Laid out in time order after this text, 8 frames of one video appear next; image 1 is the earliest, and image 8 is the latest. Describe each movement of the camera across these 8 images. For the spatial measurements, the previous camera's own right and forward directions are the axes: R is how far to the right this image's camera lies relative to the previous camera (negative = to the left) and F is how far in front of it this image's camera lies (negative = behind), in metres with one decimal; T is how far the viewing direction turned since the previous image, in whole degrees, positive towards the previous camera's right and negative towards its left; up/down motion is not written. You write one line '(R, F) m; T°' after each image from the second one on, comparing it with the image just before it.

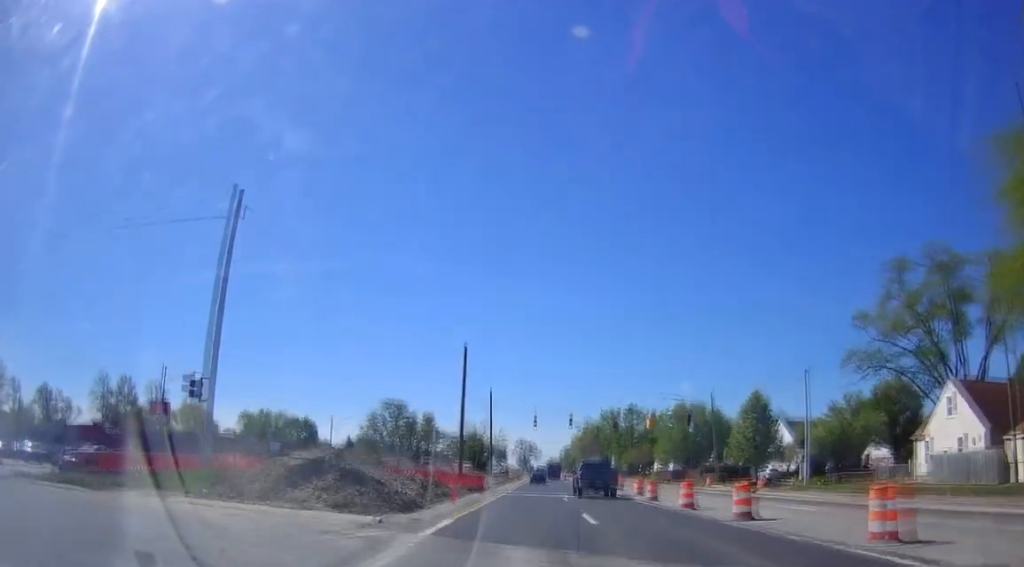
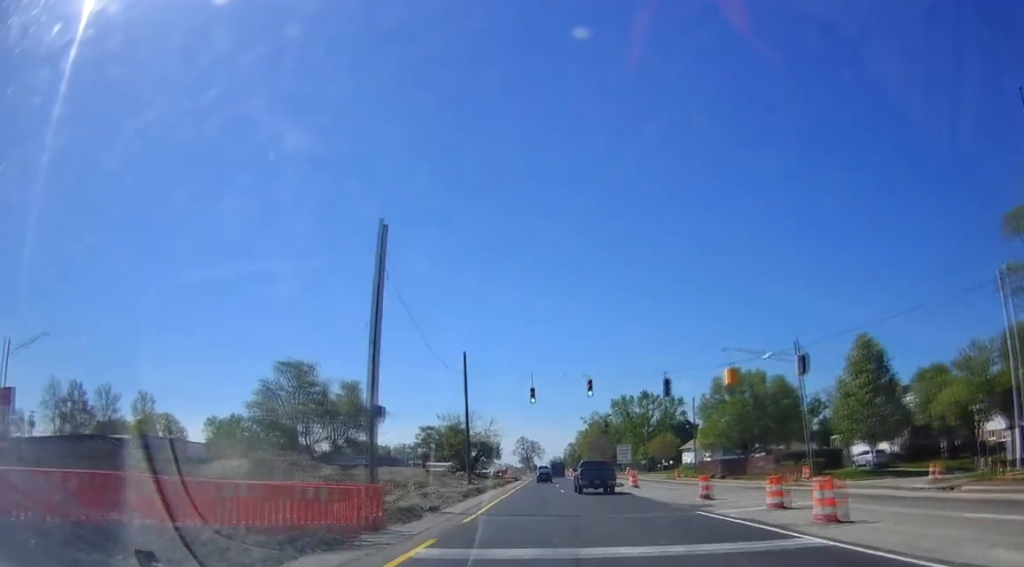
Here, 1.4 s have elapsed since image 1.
(-0.9, +26.6) m; -5°
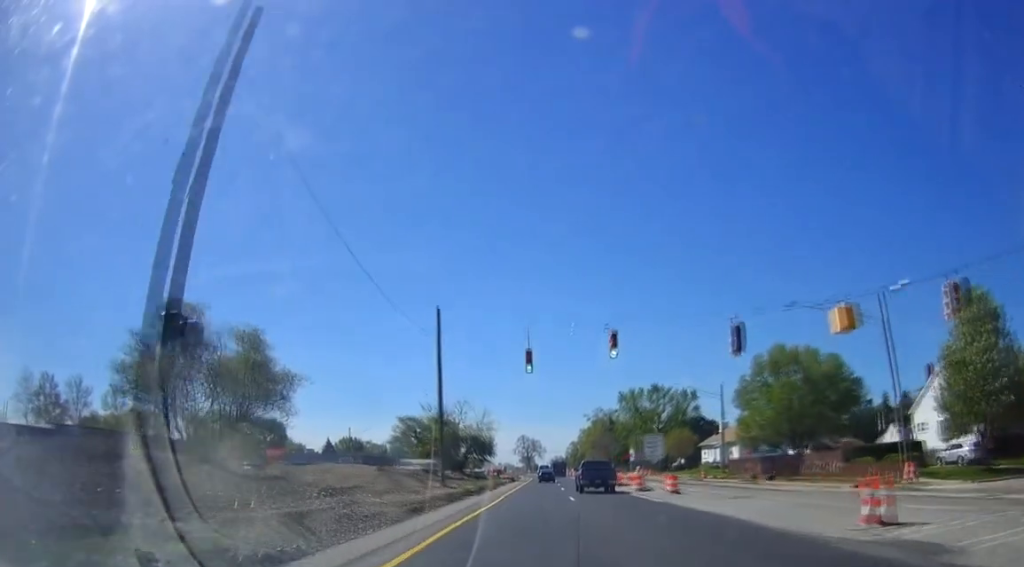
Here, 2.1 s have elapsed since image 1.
(-0.4, +13.9) m; -2°
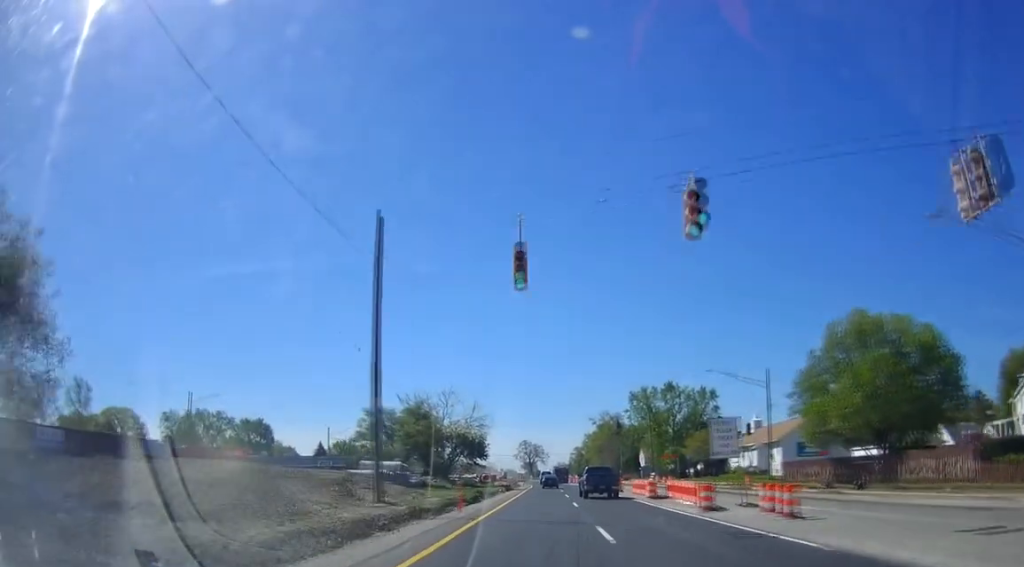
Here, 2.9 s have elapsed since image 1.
(-0.1, +15.0) m; +2°
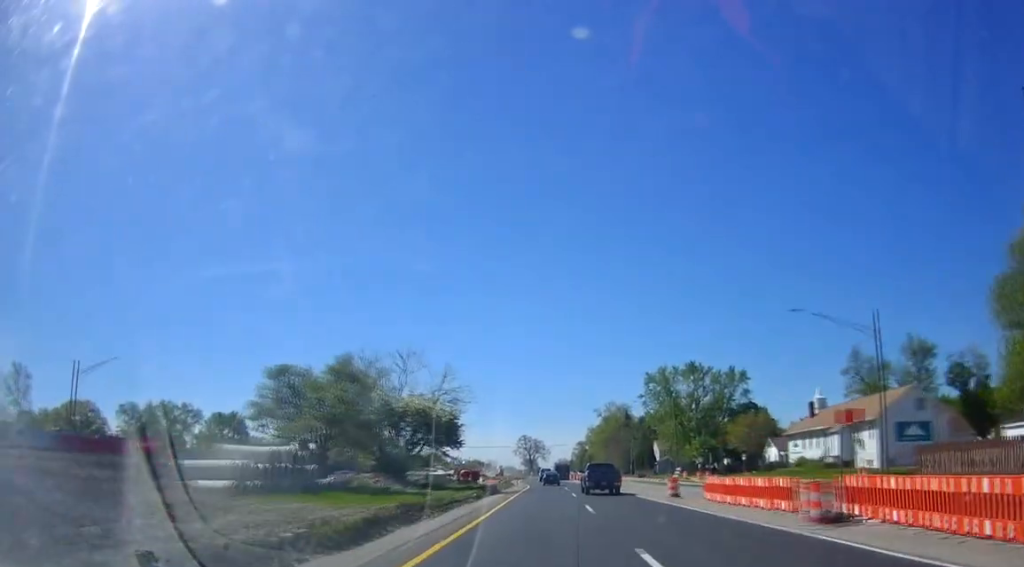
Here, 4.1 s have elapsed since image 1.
(+0.8, +21.5) m; +3°
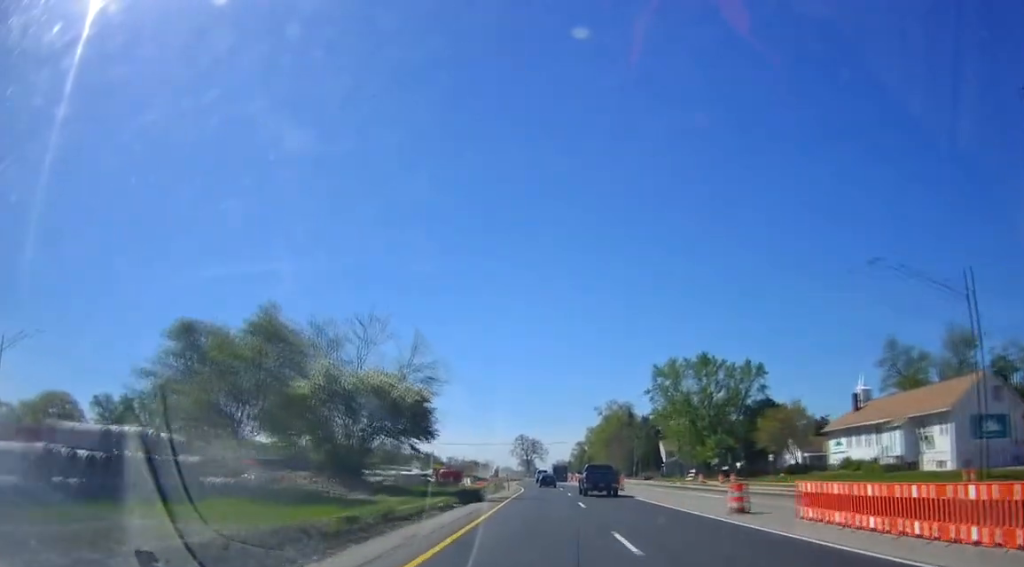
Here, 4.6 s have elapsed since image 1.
(0.0, +10.7) m; 0°
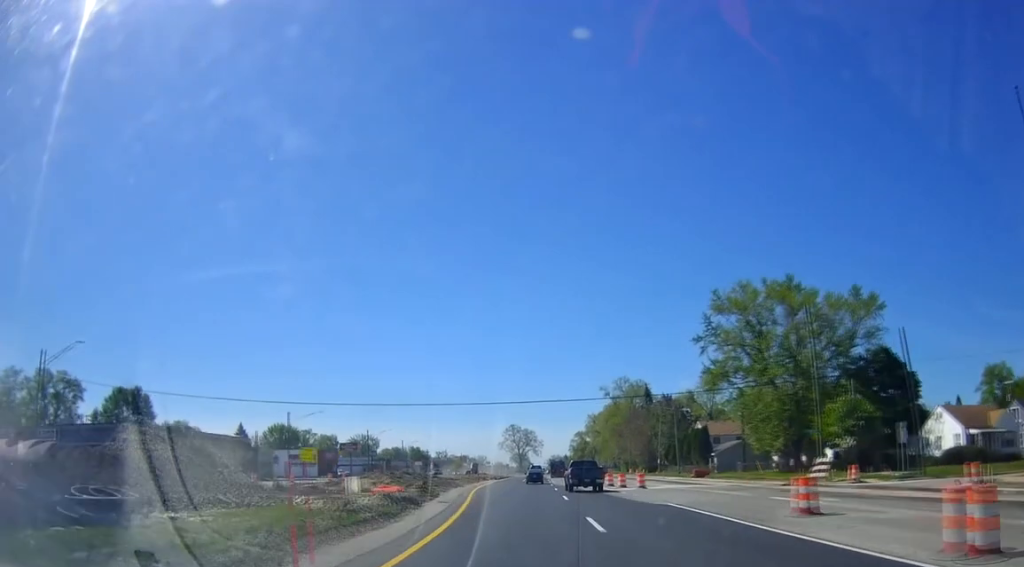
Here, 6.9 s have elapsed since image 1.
(-0.7, +41.7) m; -1°
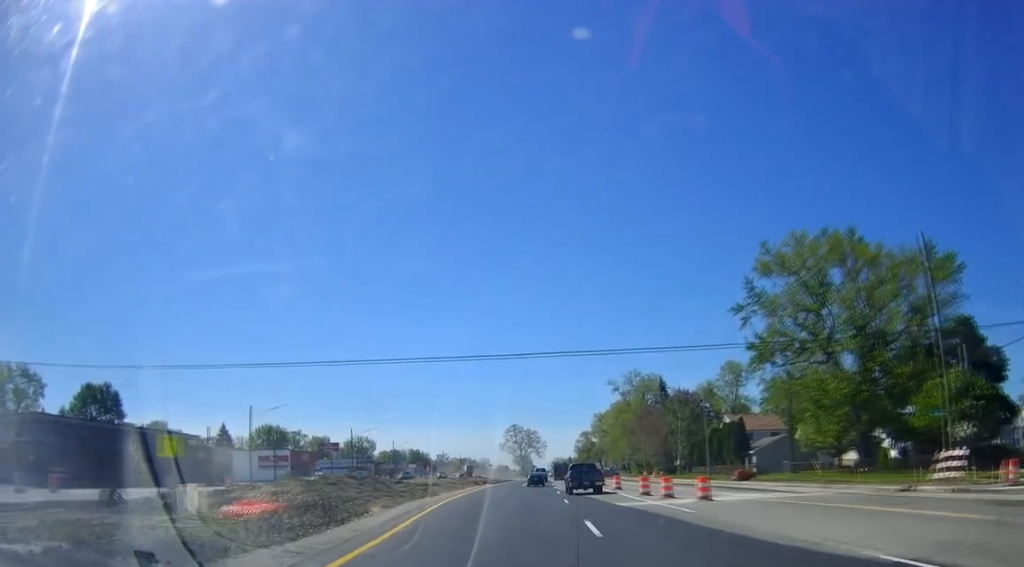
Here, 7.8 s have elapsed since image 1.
(+0.2, +15.1) m; -1°
